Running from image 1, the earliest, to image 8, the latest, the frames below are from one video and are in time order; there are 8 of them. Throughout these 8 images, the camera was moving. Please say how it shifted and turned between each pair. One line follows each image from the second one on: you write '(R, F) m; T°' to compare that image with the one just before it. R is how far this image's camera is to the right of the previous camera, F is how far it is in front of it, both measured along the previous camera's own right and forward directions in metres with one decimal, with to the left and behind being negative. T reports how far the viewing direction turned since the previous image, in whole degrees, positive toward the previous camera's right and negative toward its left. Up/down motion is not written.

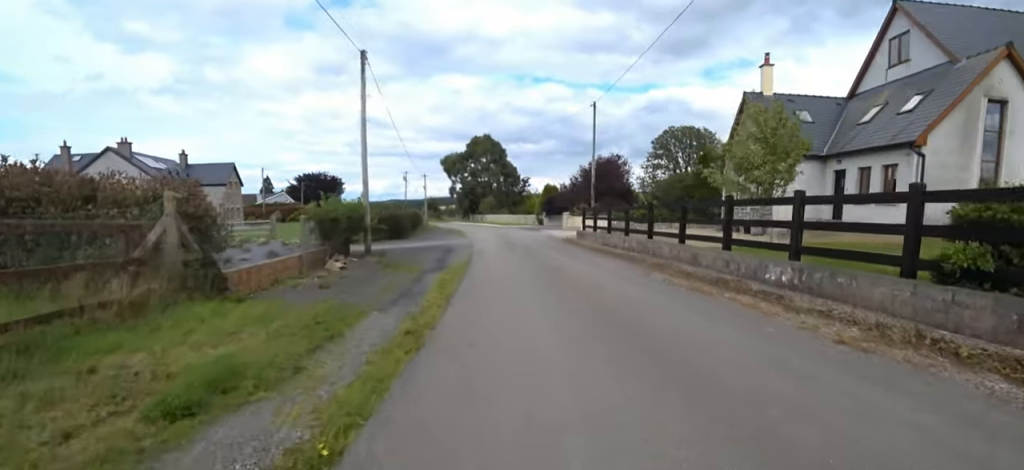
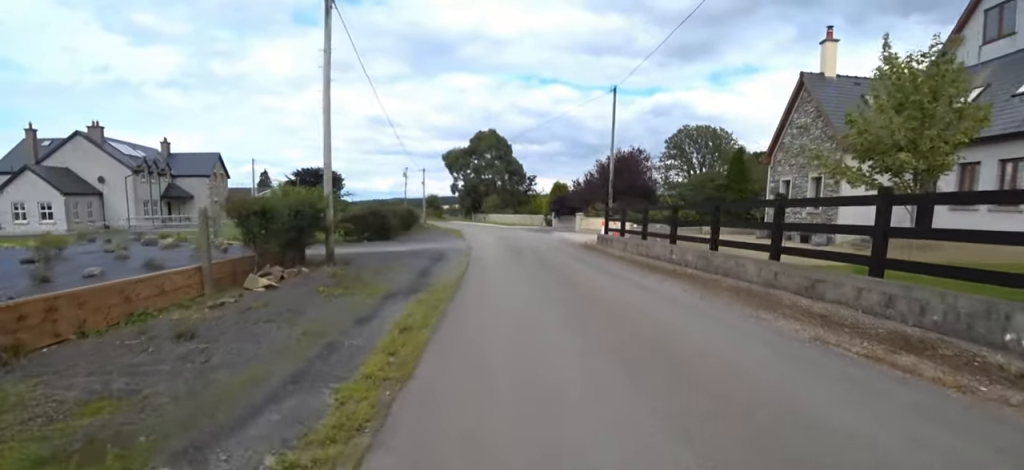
(-0.2, +3.9) m; -2°
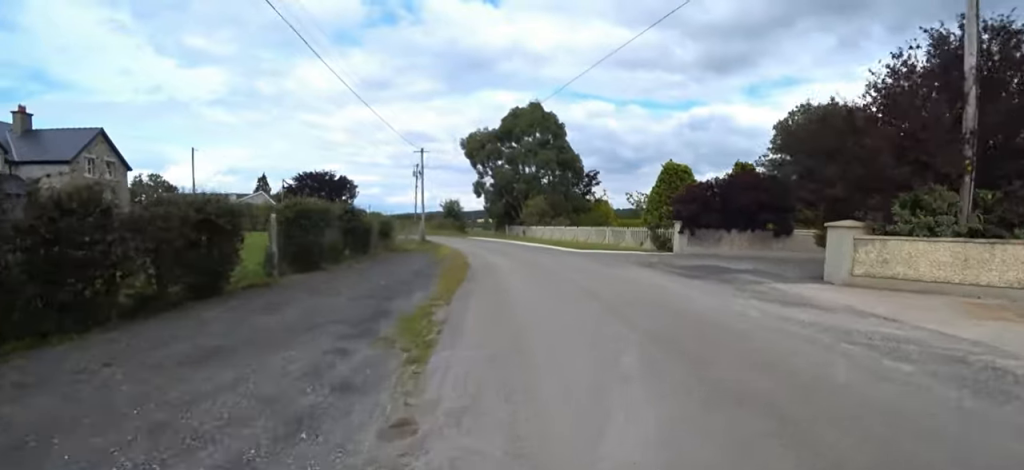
(-2.2, +20.2) m; -7°
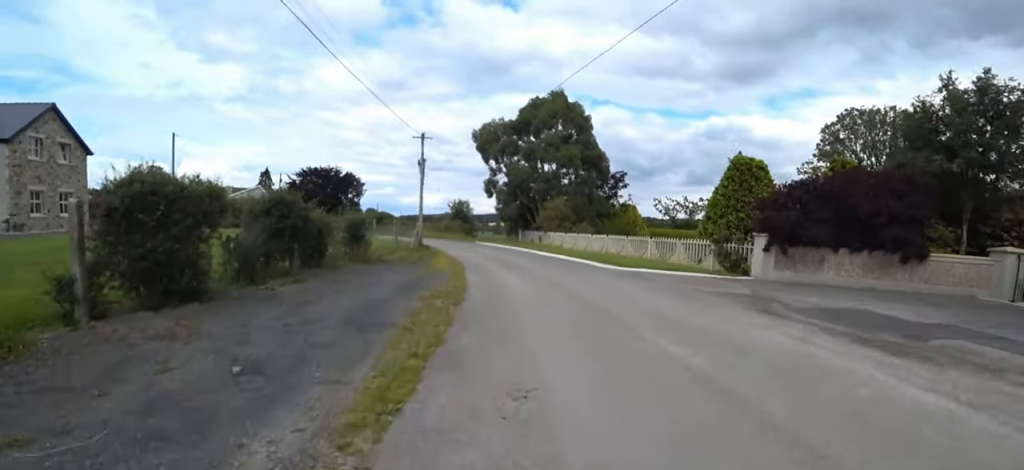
(+0.4, +4.9) m; +2°
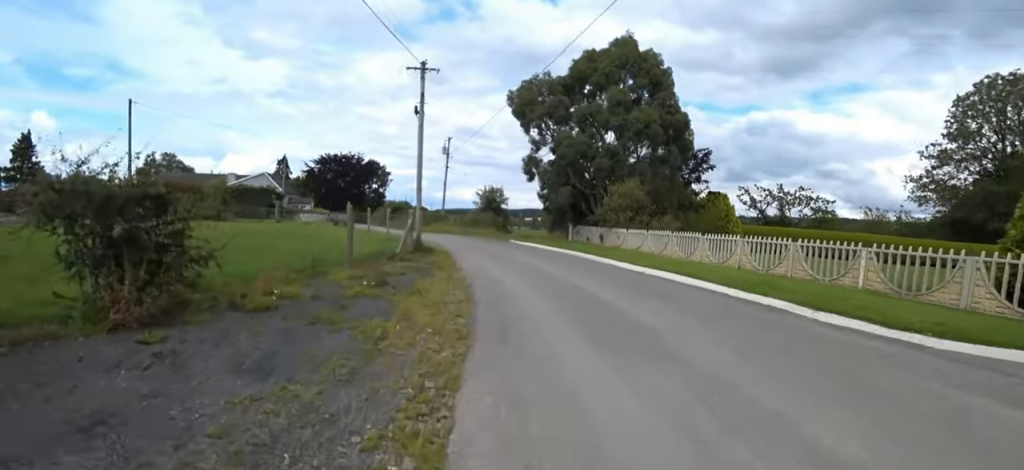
(+0.4, +9.6) m; -7°
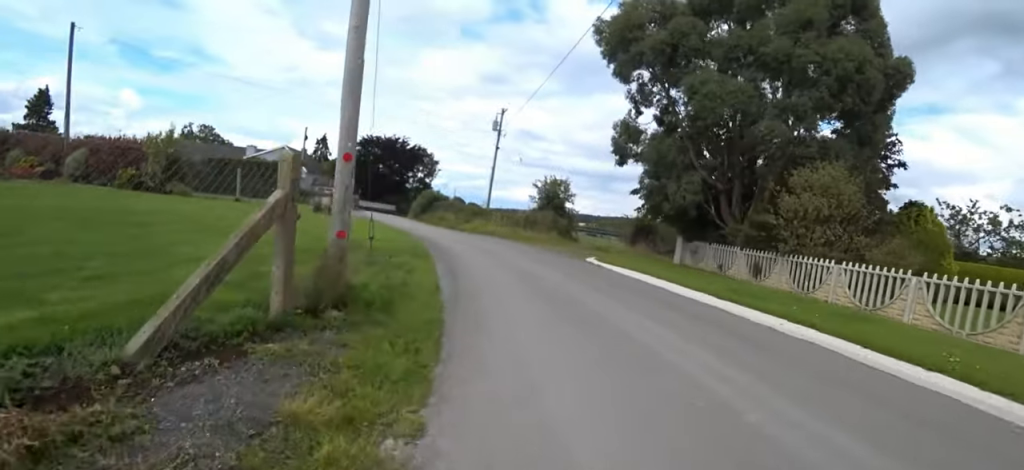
(-1.9, +10.0) m; -13°
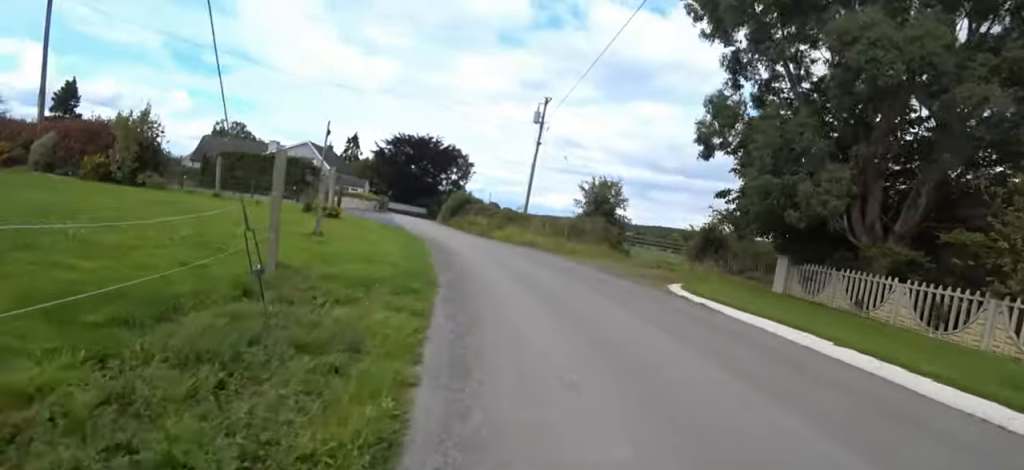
(-0.1, +4.5) m; -3°
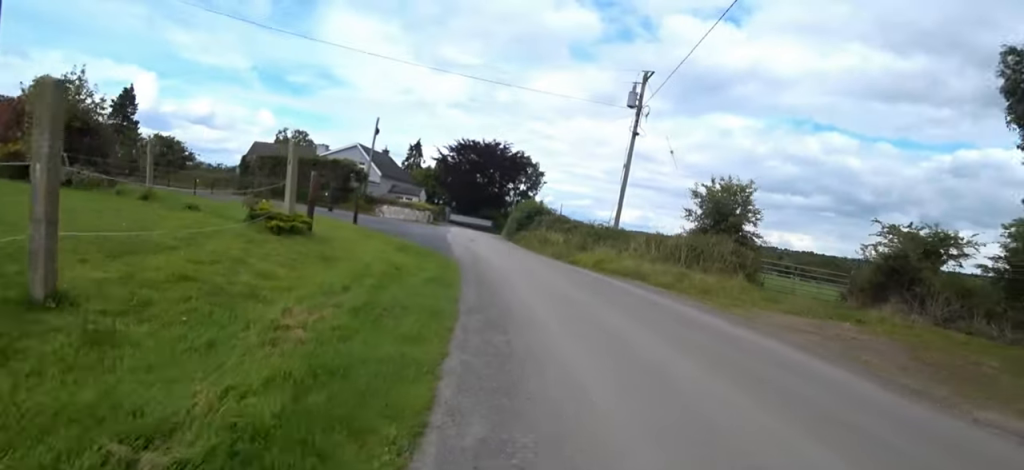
(+0.5, +7.0) m; -3°
